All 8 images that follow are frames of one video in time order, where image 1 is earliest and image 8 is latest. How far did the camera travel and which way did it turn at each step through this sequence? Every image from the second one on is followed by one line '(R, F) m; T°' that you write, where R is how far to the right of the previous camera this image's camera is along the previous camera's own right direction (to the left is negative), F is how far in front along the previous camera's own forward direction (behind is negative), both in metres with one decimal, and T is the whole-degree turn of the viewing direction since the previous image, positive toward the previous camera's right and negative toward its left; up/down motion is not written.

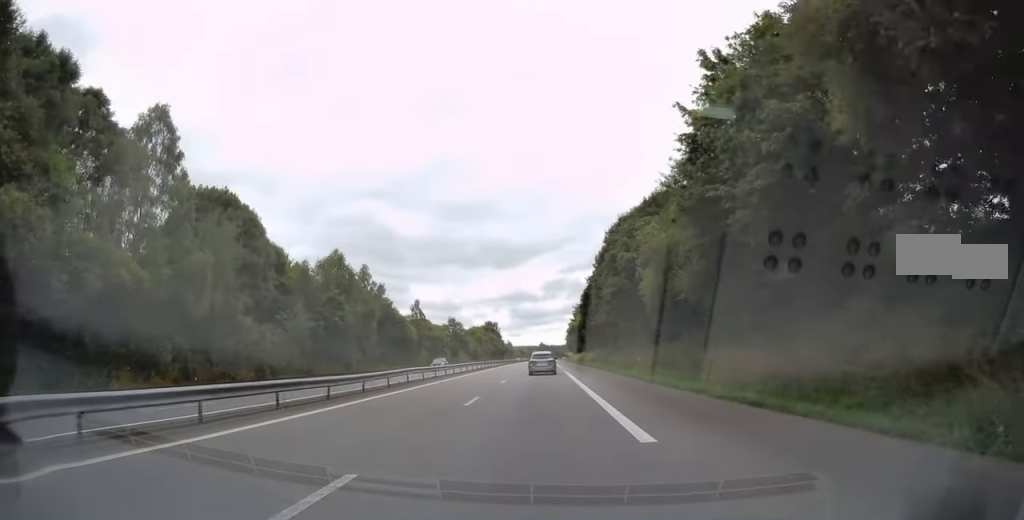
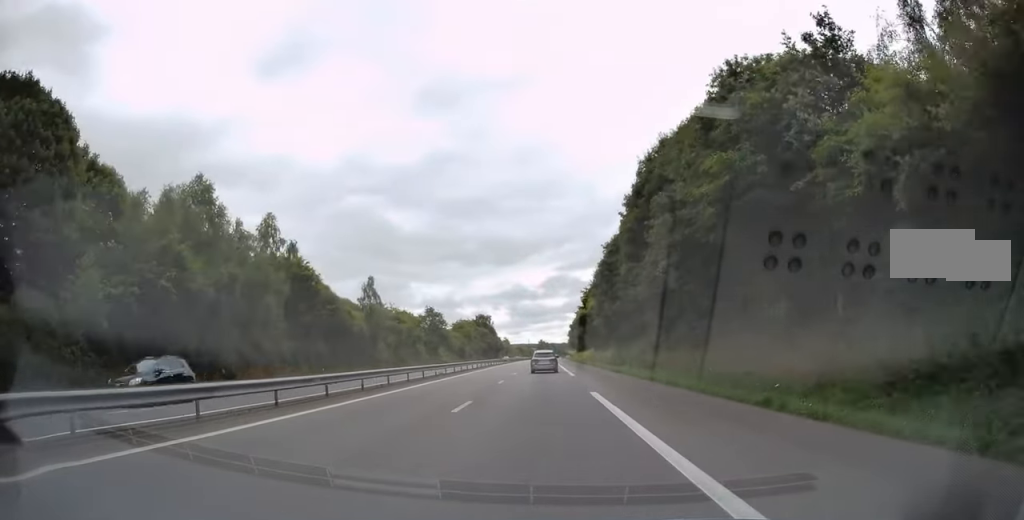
(-0.2, +28.1) m; -1°
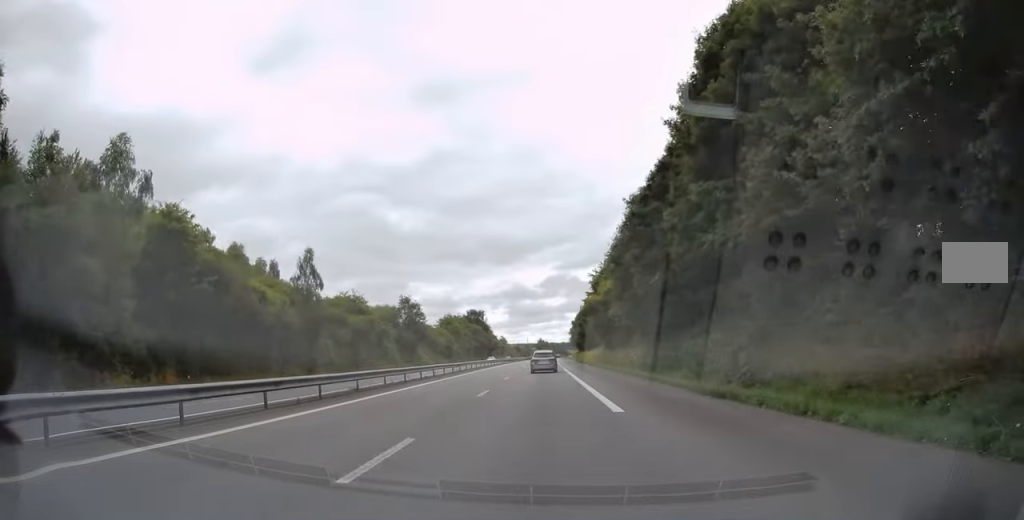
(-0.1, +20.6) m; 0°
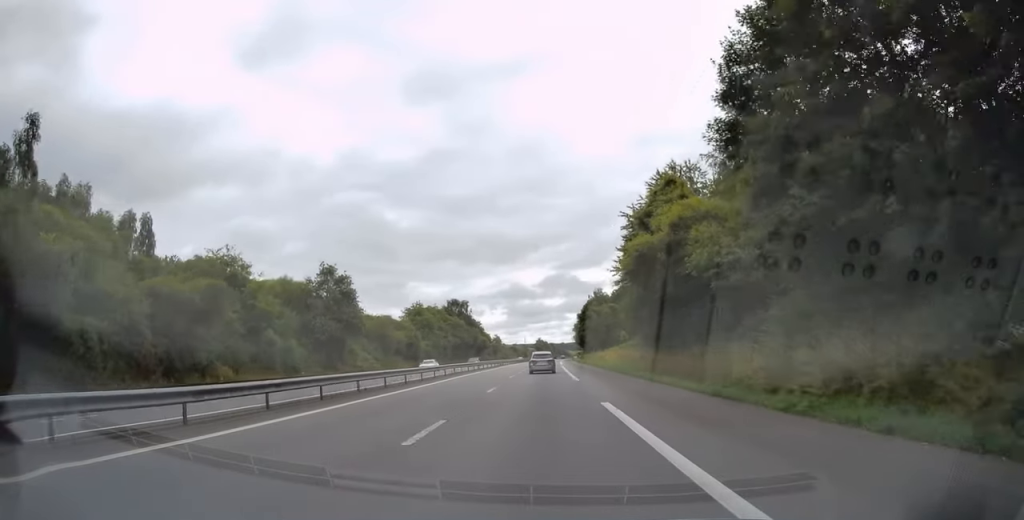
(+0.3, +35.8) m; +1°
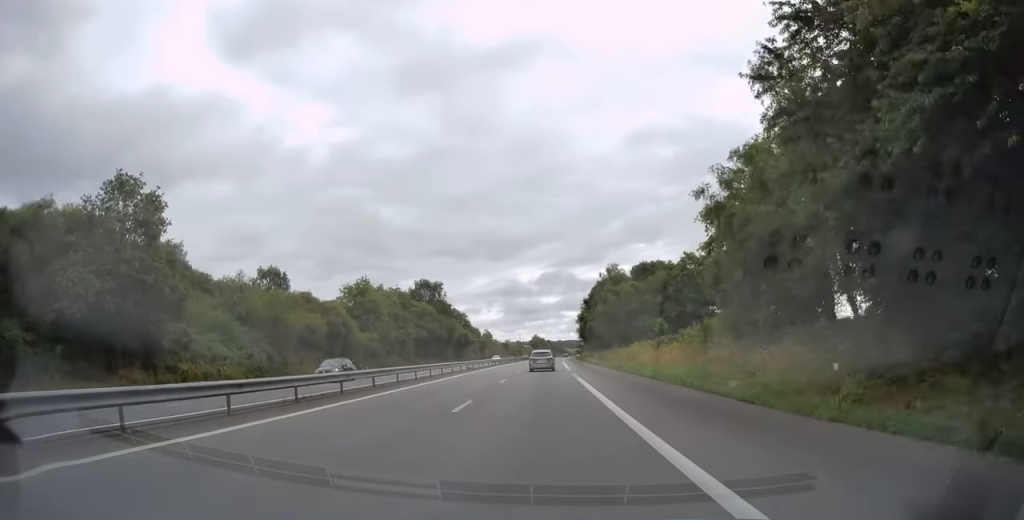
(+0.1, +33.9) m; 0°
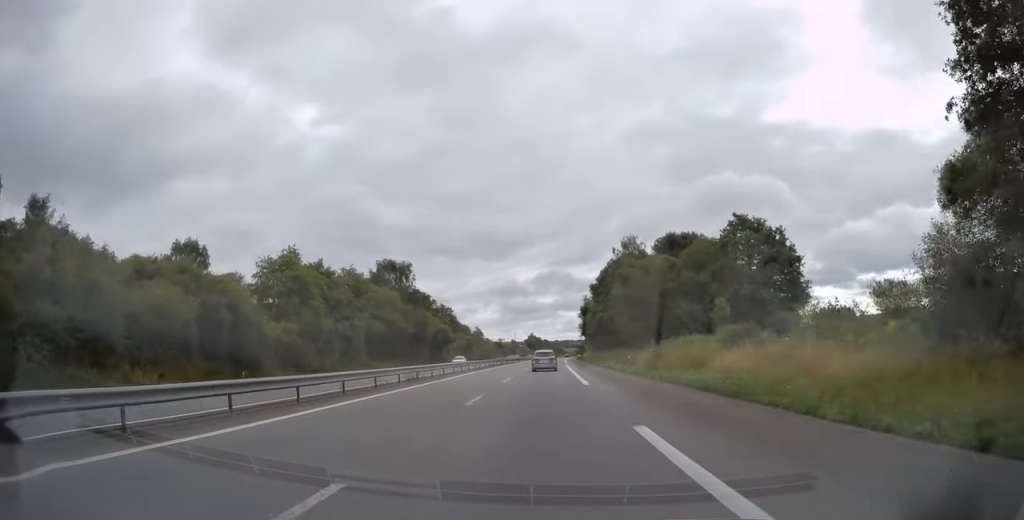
(0.0, +23.9) m; 0°
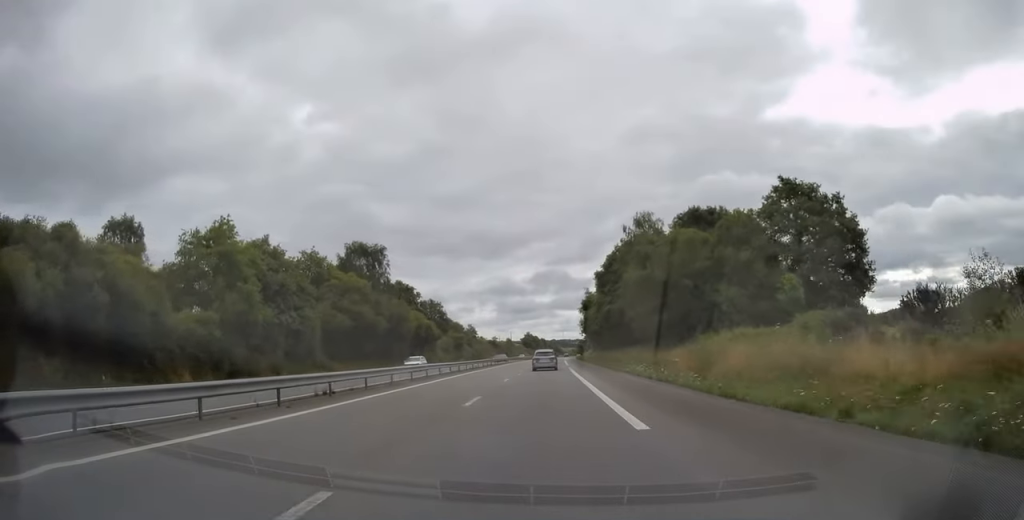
(+0.2, +13.2) m; 0°
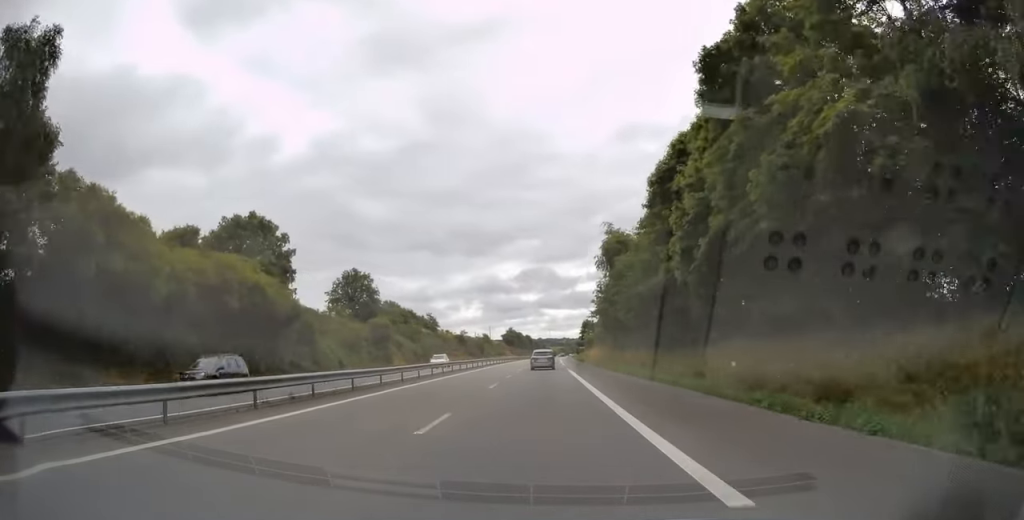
(+0.3, +56.7) m; +1°
